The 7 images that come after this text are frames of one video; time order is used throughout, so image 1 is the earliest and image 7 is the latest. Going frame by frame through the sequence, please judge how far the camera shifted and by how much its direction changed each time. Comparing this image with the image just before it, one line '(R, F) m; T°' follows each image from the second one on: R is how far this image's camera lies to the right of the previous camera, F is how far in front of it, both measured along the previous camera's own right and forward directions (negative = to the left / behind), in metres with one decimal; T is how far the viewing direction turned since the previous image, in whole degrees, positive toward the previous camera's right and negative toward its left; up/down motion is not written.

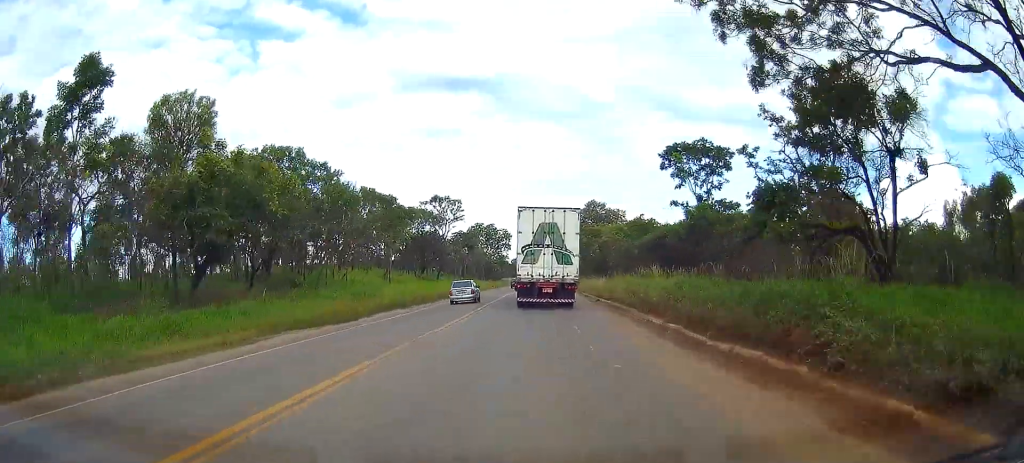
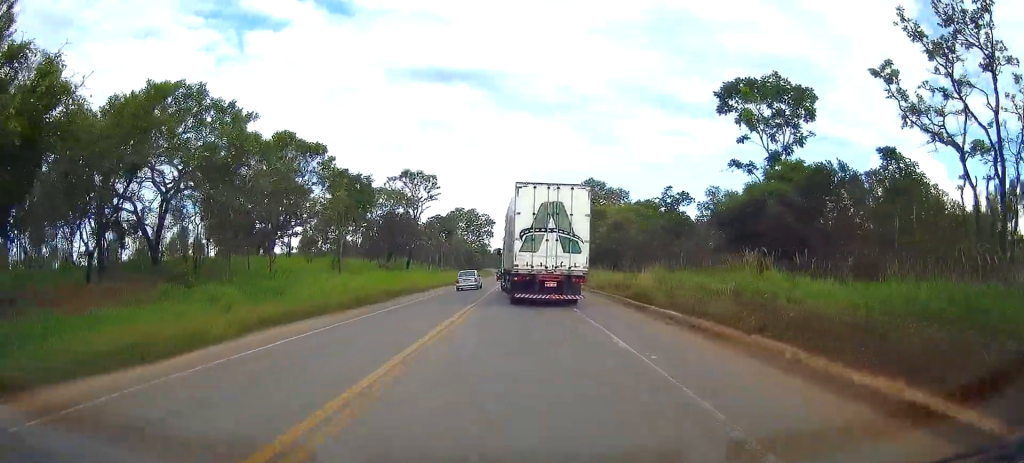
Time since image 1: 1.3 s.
(+0.4, +14.2) m; 0°
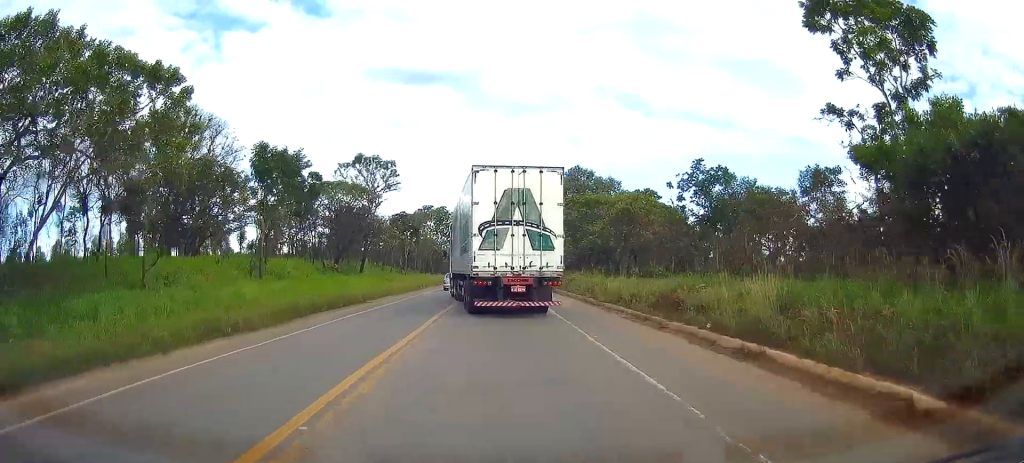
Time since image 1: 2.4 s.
(-0.4, +12.9) m; 0°
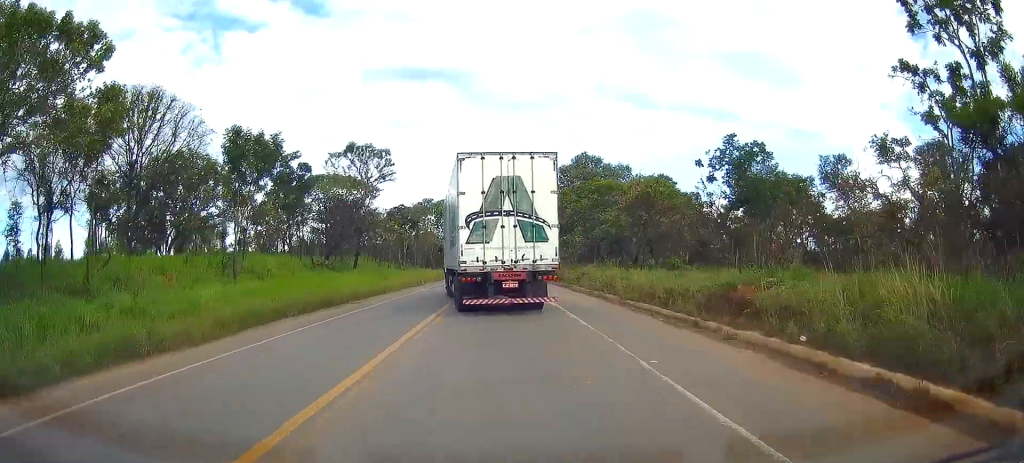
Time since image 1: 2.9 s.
(+0.2, +4.9) m; +2°
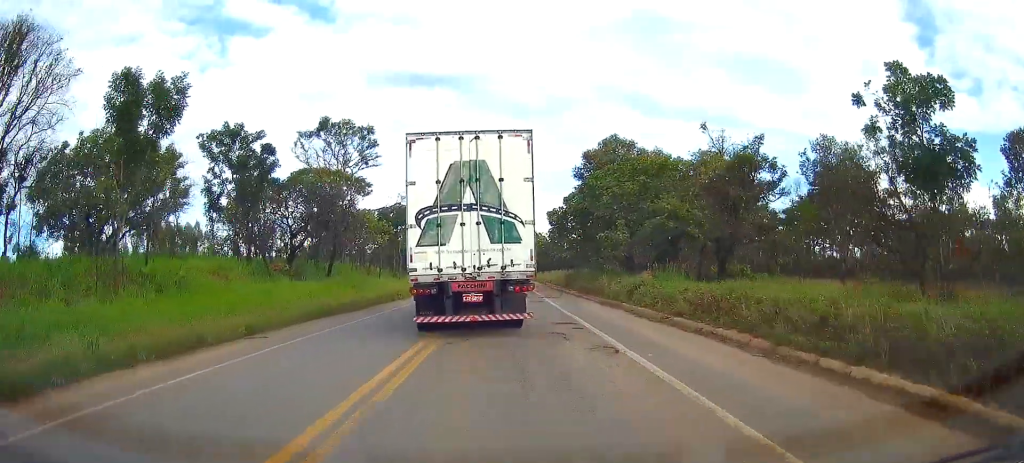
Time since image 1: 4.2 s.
(+0.4, +14.1) m; -1°
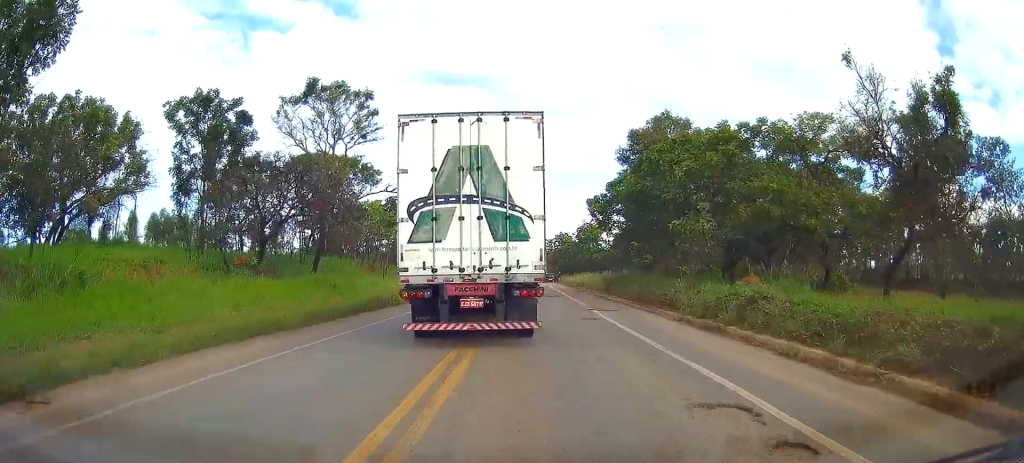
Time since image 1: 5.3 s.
(-0.6, +11.2) m; -2°
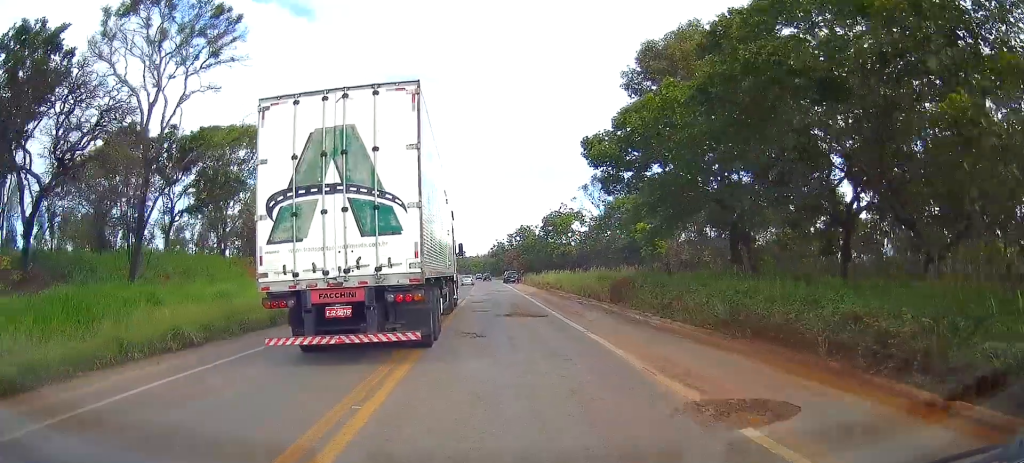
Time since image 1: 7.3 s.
(+1.1, +18.8) m; +3°
